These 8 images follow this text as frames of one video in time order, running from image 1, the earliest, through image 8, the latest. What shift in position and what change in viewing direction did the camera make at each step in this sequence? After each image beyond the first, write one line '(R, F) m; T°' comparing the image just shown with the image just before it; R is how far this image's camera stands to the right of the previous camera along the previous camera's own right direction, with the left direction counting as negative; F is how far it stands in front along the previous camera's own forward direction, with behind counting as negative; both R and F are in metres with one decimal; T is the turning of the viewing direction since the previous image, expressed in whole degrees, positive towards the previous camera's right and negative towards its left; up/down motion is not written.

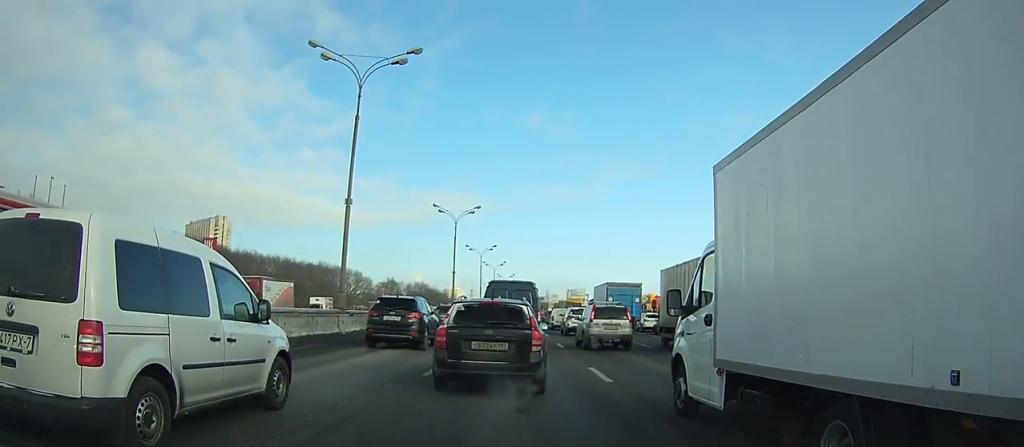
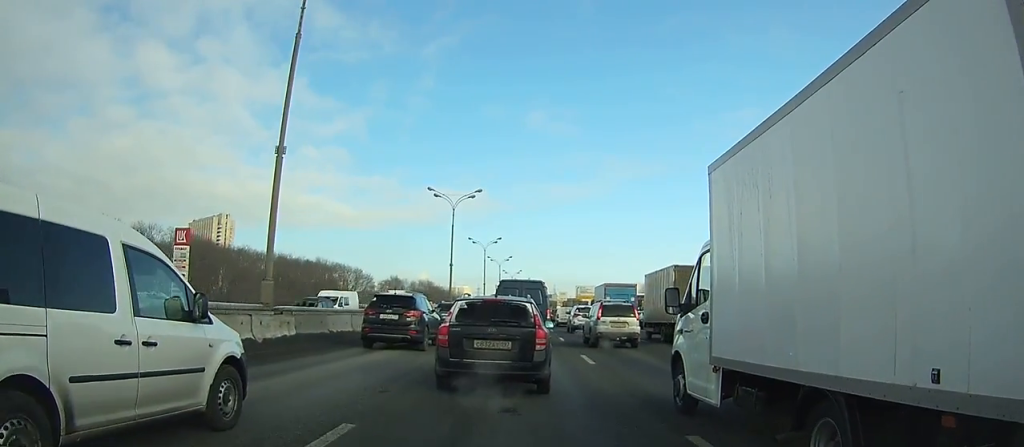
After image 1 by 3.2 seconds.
(+0.2, +8.3) m; +1°
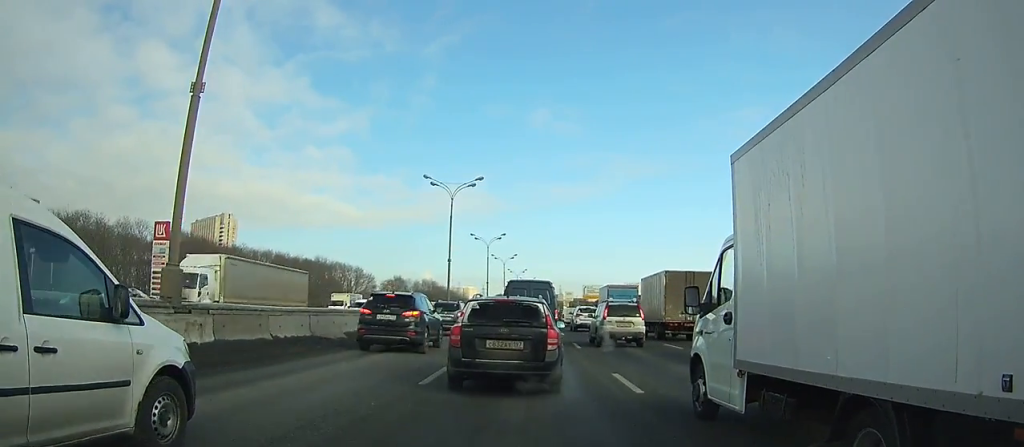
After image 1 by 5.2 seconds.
(0.0, +5.4) m; -1°
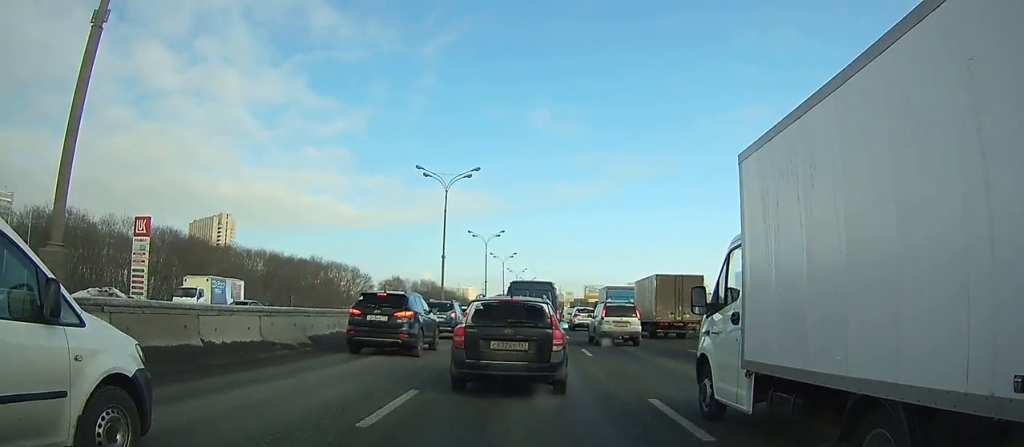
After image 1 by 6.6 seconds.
(0.0, +3.8) m; -1°
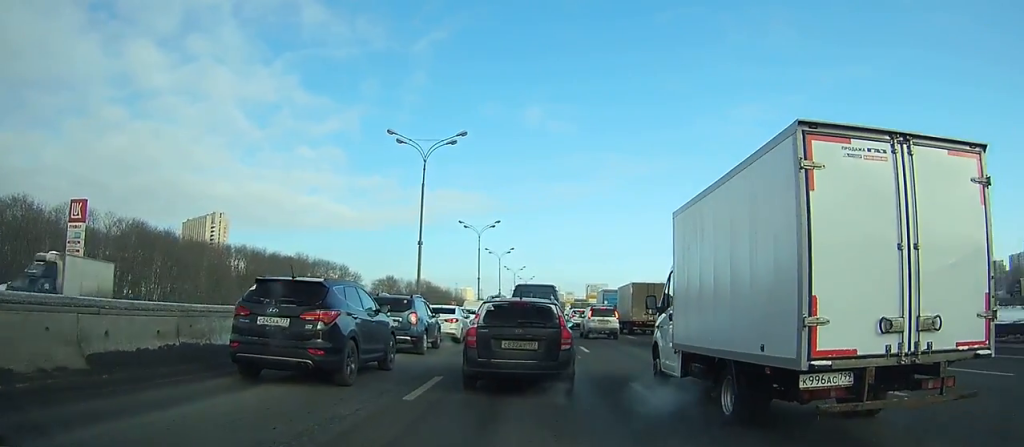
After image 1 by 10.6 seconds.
(-0.1, +11.1) m; -1°
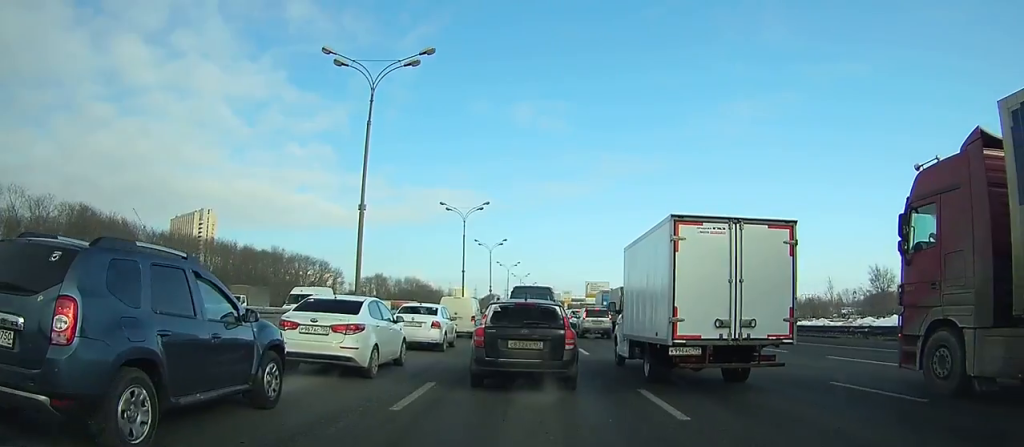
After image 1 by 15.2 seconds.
(-0.2, +13.3) m; -2°
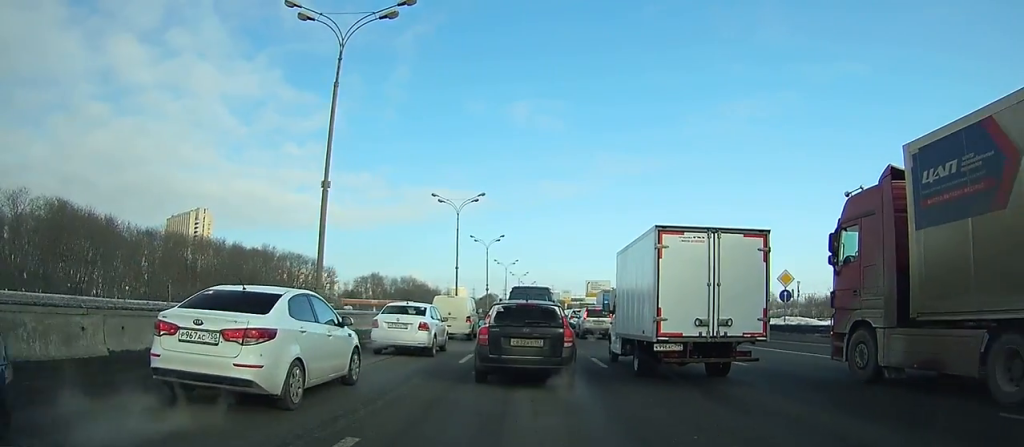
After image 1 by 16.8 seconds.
(-0.1, +4.7) m; 0°
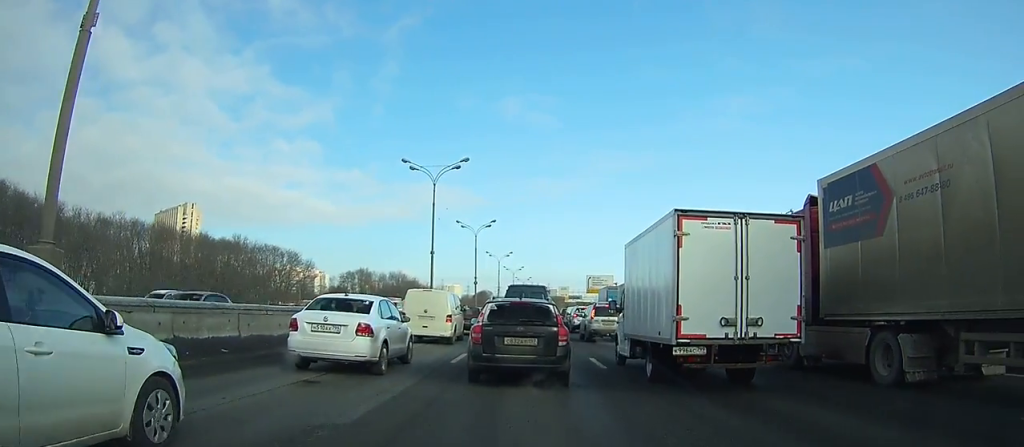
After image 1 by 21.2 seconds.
(+0.2, +12.4) m; +1°
